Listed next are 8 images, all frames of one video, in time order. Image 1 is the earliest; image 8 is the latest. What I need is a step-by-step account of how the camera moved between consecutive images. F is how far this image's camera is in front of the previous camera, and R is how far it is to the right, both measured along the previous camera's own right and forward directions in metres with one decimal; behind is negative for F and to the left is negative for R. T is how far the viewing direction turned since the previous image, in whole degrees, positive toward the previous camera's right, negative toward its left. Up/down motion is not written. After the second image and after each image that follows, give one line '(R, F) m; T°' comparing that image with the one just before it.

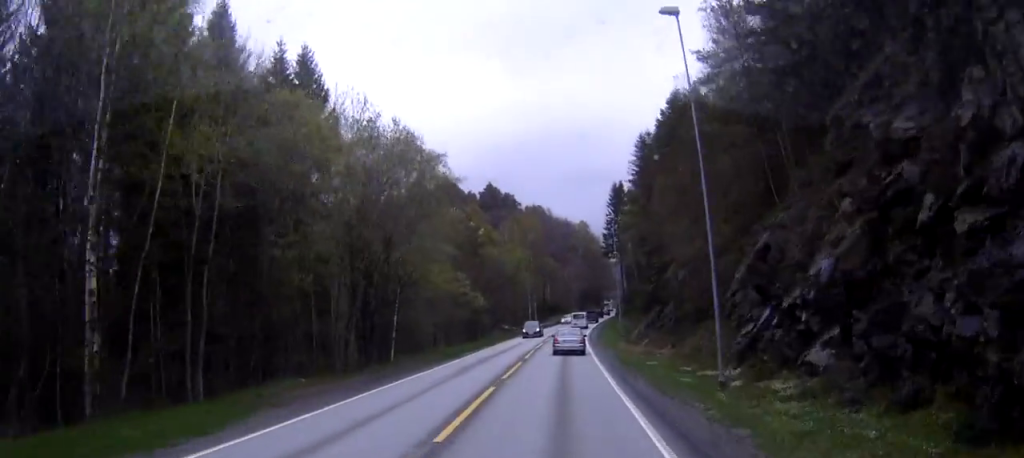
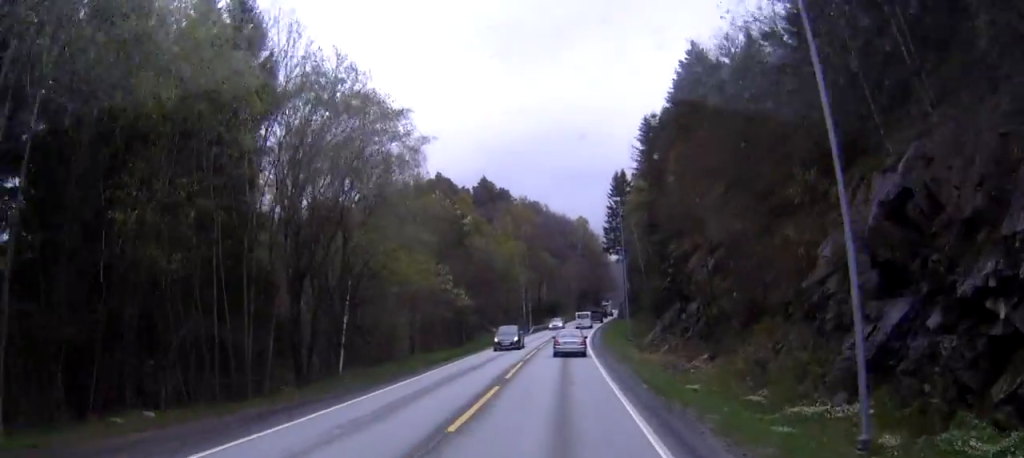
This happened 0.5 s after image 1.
(0.0, +10.7) m; +1°
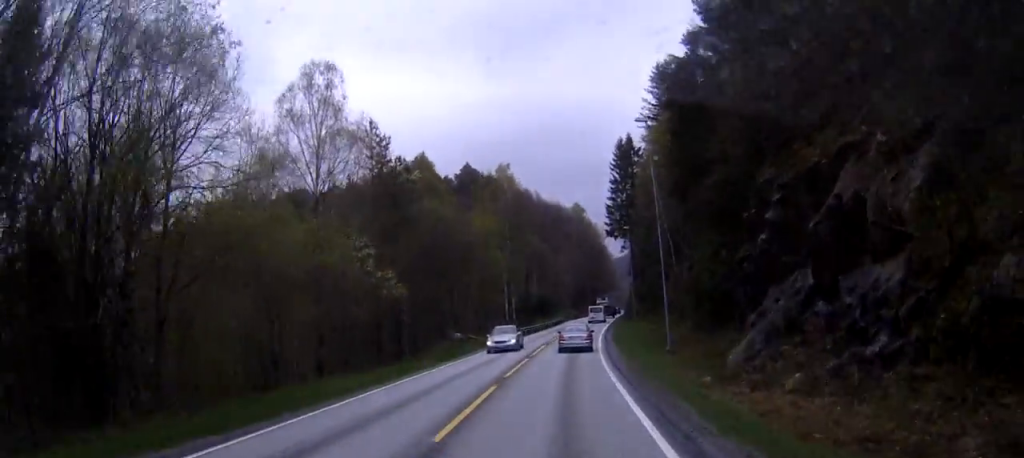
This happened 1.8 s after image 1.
(+0.2, +25.3) m; +1°
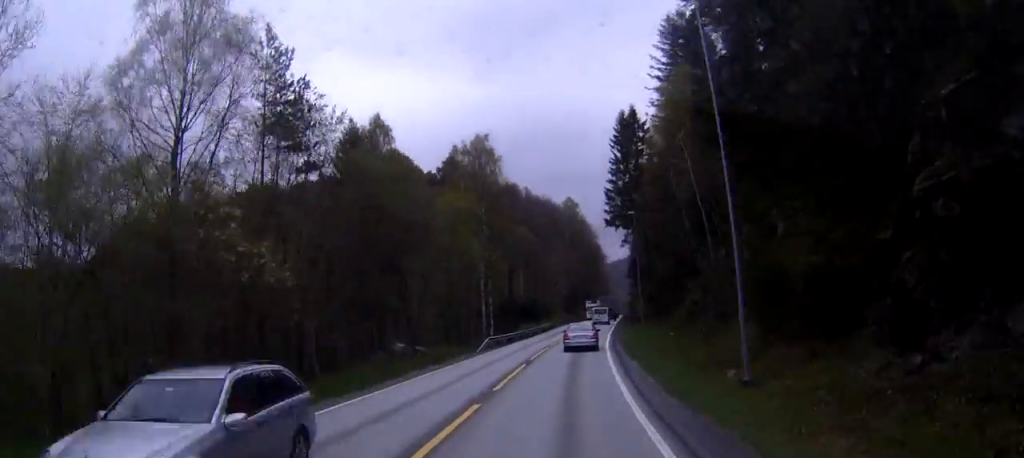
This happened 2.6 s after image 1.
(0.0, +16.6) m; +1°
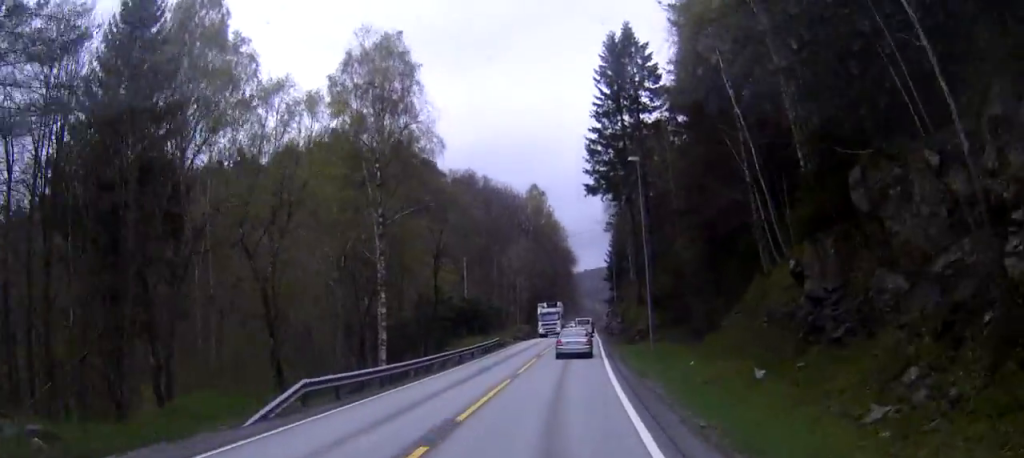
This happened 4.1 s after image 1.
(+1.2, +28.7) m; +3°
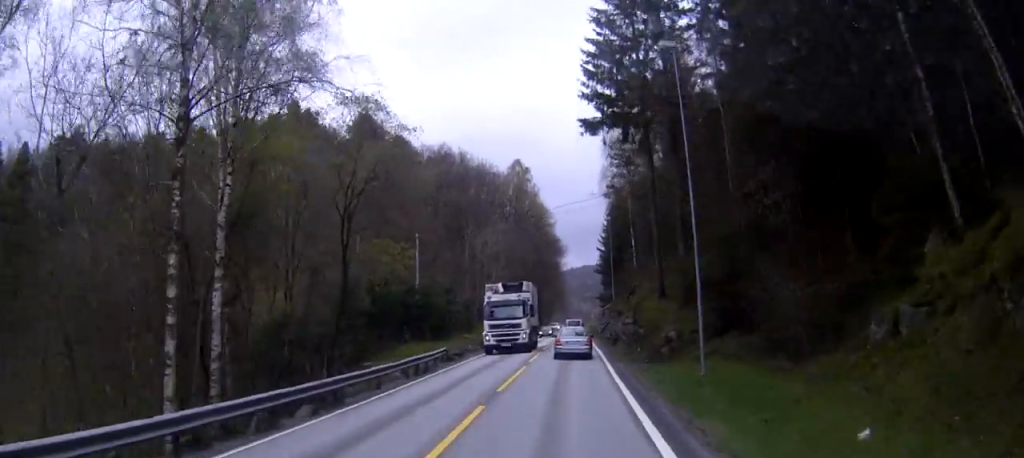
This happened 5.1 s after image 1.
(+0.1, +18.7) m; +1°
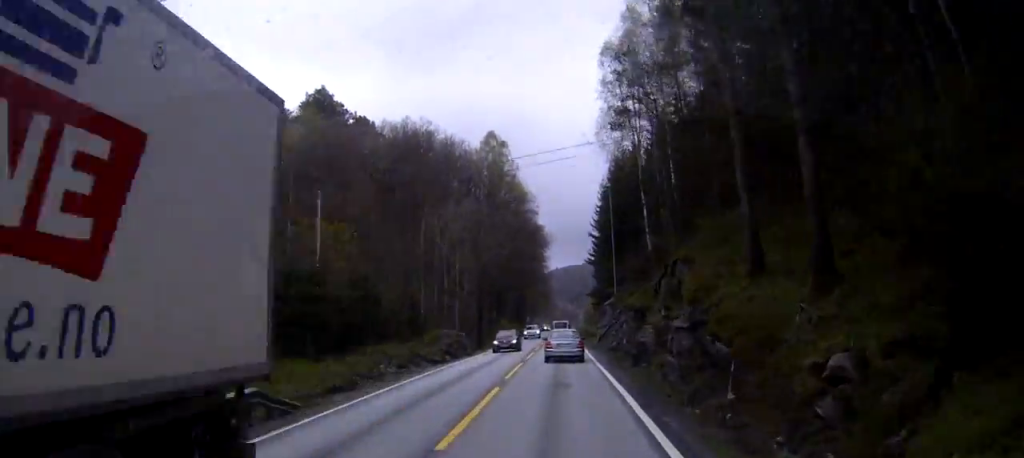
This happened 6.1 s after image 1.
(+0.3, +20.4) m; +1°
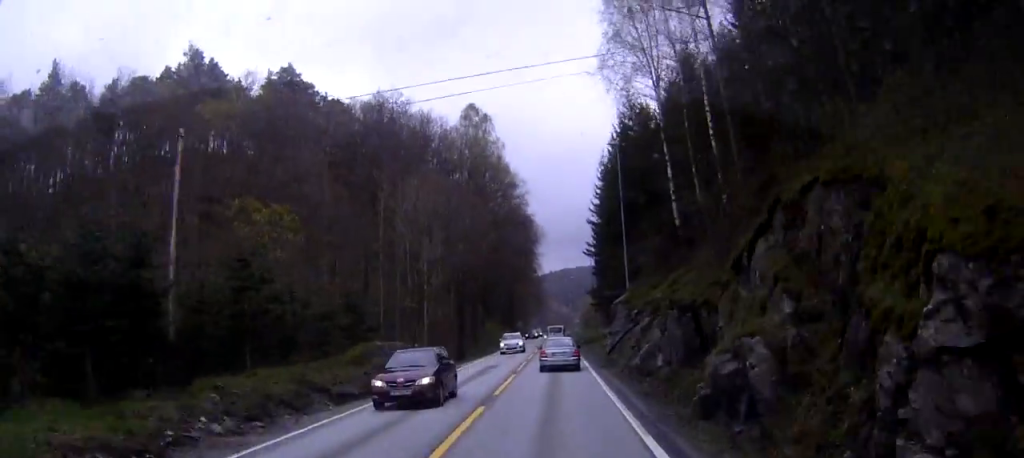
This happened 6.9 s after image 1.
(+0.1, +13.9) m; 0°
